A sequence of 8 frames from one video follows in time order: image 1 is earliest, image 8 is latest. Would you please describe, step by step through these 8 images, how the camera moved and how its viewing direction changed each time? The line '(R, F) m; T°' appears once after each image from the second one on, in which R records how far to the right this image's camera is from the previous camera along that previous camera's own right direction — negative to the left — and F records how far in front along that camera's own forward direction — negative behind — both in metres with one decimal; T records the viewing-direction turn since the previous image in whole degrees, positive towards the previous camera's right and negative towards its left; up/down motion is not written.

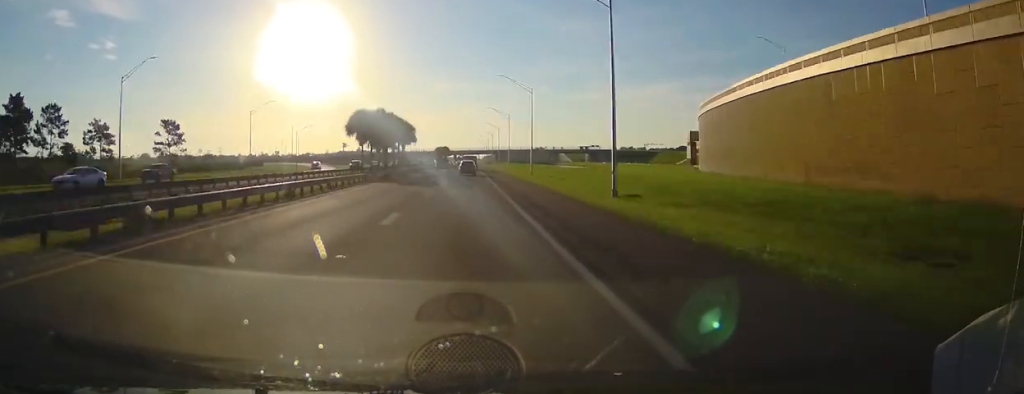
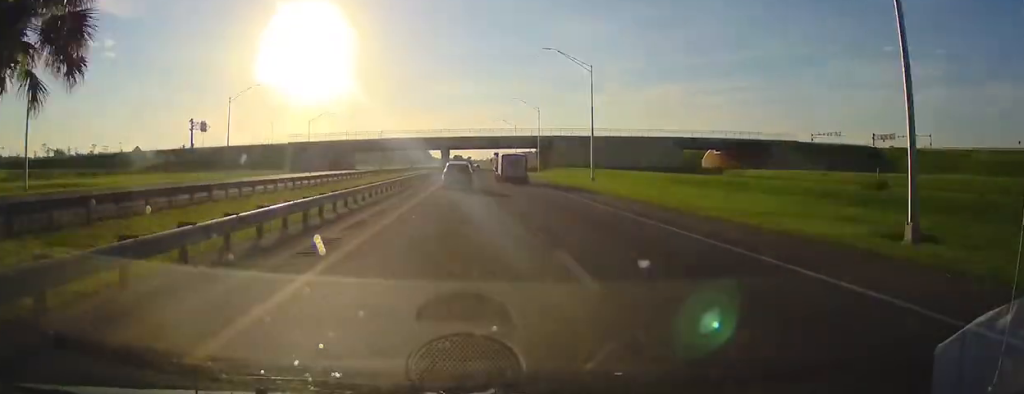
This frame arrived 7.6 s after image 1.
(-1.5, +256.5) m; 0°
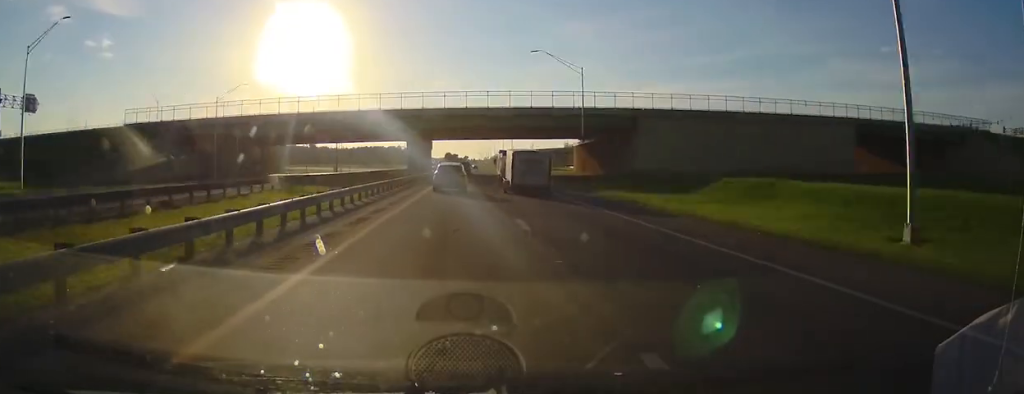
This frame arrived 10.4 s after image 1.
(+0.5, +91.0) m; 0°
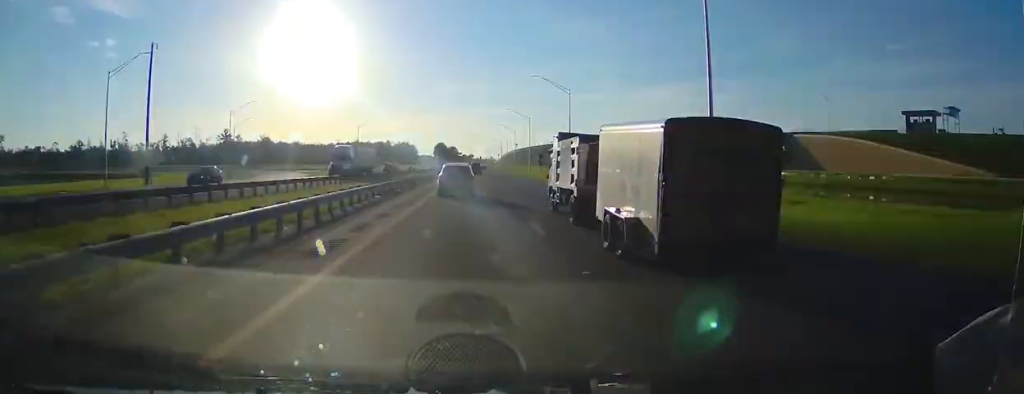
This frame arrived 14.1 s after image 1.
(+0.5, +122.3) m; 0°
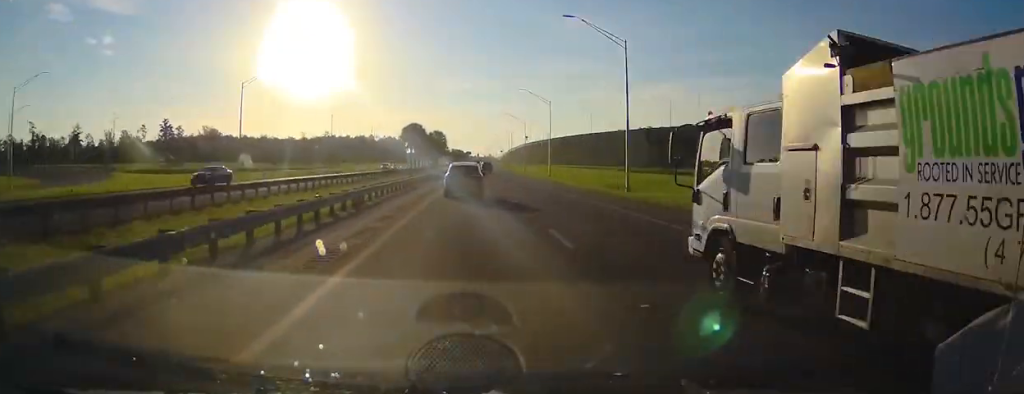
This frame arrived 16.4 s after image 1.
(-1.0, +75.3) m; +1°
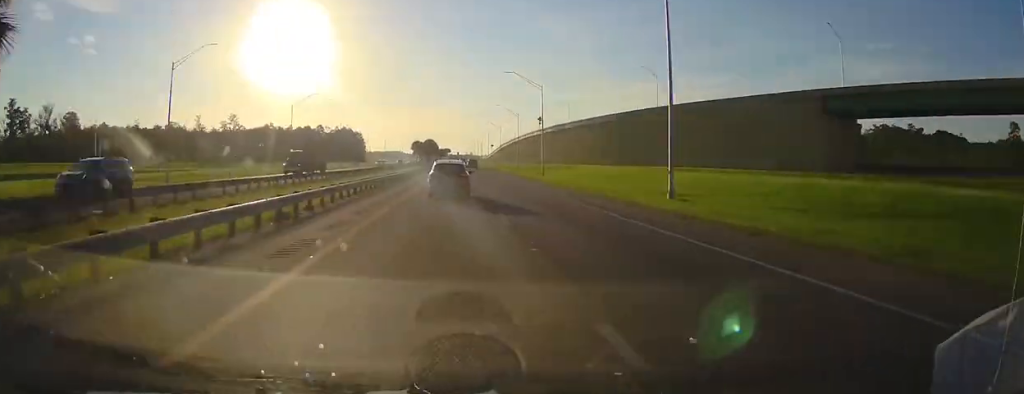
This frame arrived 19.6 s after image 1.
(+2.0, +105.7) m; +1°
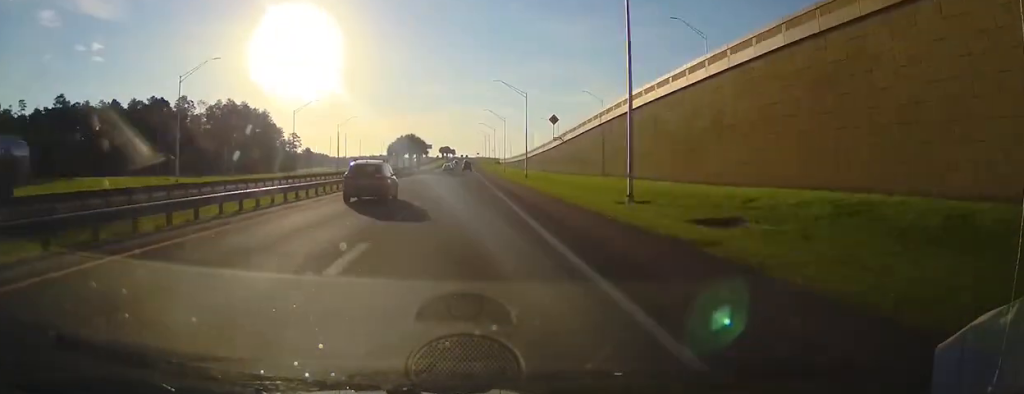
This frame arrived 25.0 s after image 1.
(-1.0, +180.5) m; -2°
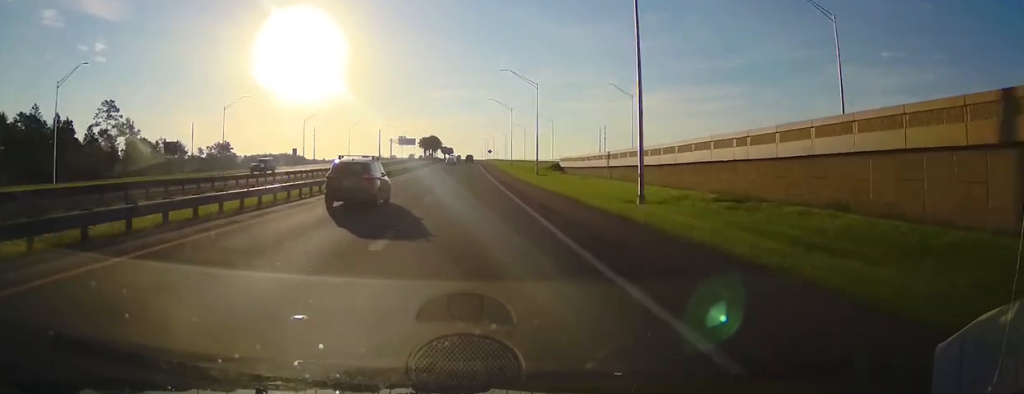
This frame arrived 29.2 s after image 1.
(-2.5, +143.3) m; 0°
